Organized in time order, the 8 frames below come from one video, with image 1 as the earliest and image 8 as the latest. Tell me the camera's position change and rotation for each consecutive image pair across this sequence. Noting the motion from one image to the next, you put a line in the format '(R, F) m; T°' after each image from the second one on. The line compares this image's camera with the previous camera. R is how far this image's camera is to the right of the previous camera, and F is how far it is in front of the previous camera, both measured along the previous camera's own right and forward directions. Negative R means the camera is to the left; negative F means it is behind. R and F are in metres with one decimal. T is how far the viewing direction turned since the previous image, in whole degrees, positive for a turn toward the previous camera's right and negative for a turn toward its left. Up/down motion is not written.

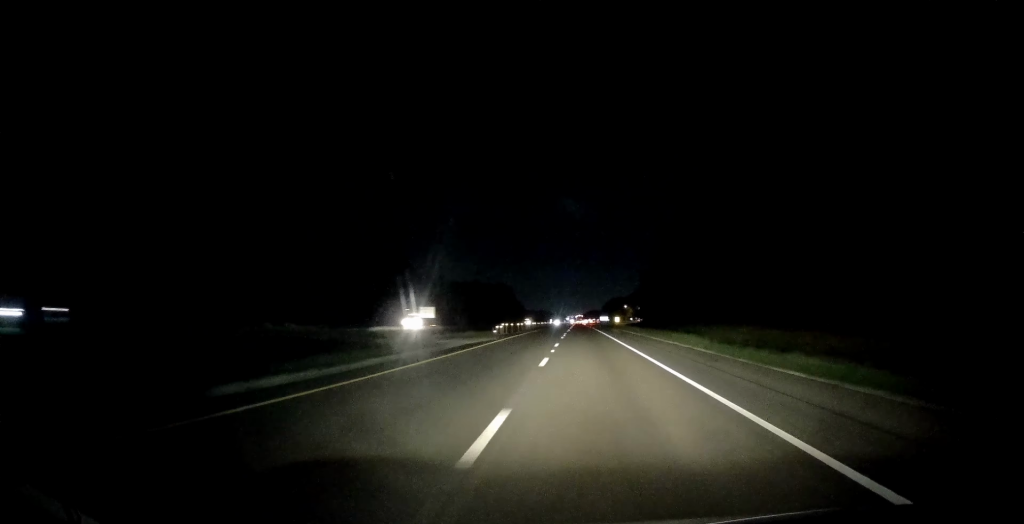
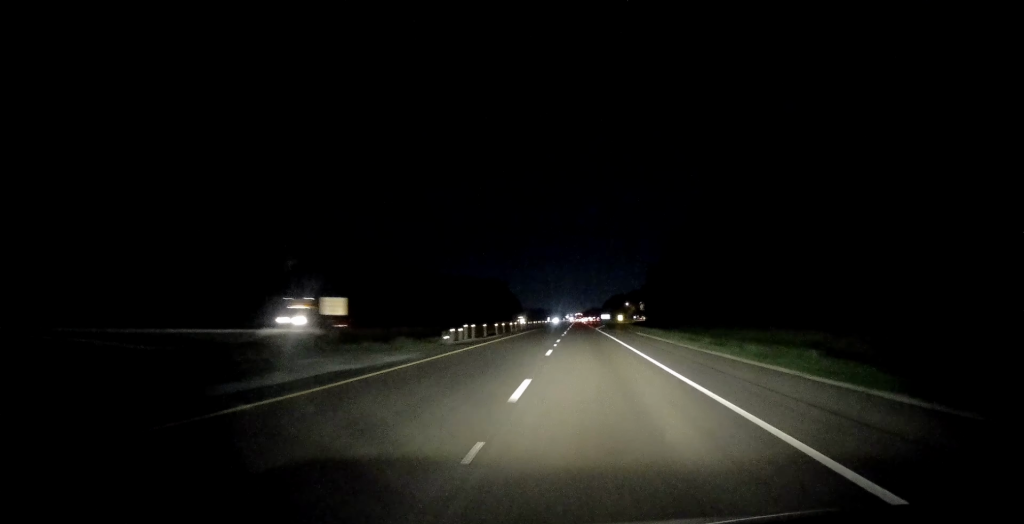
(-0.1, +19.5) m; -1°
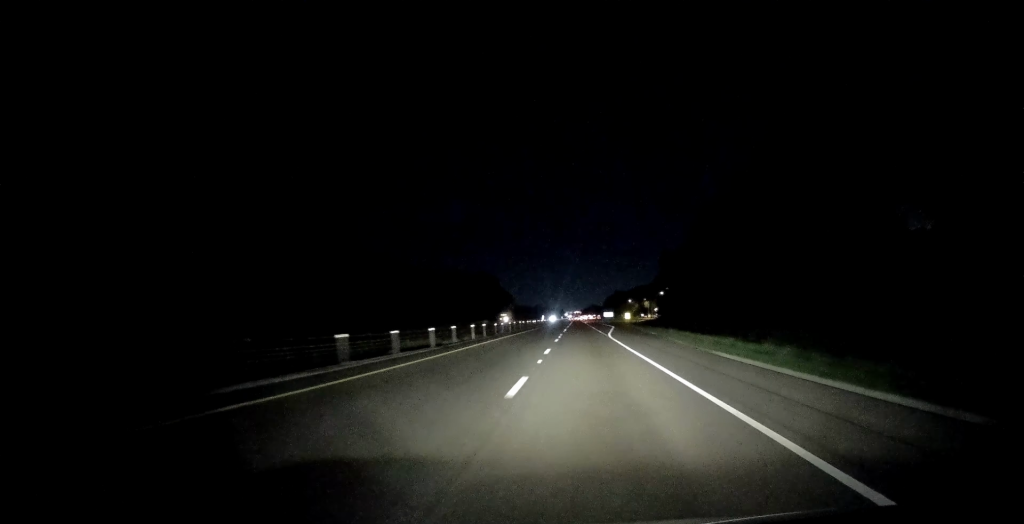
(-0.2, +35.7) m; +1°
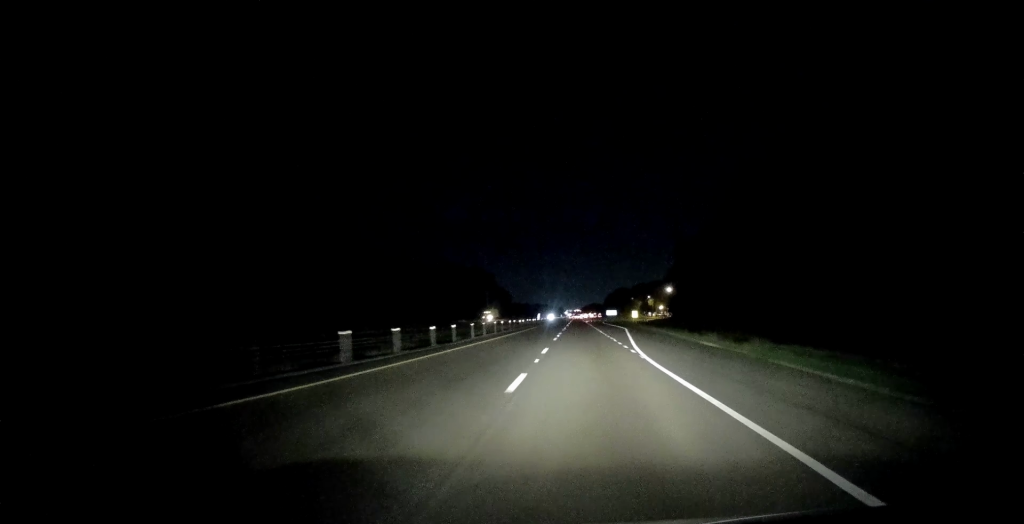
(+0.4, +23.8) m; 0°
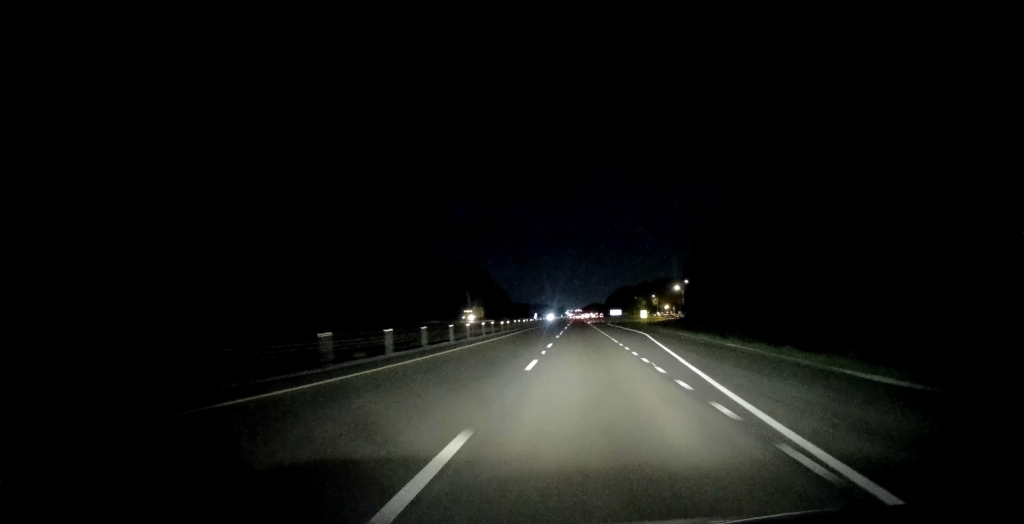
(+0.1, +19.4) m; 0°
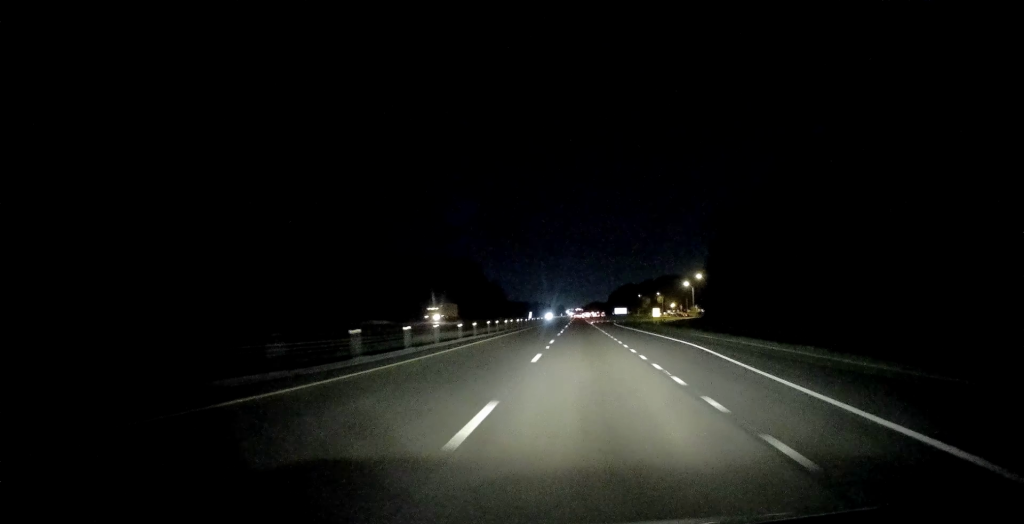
(-0.5, +22.6) m; -1°
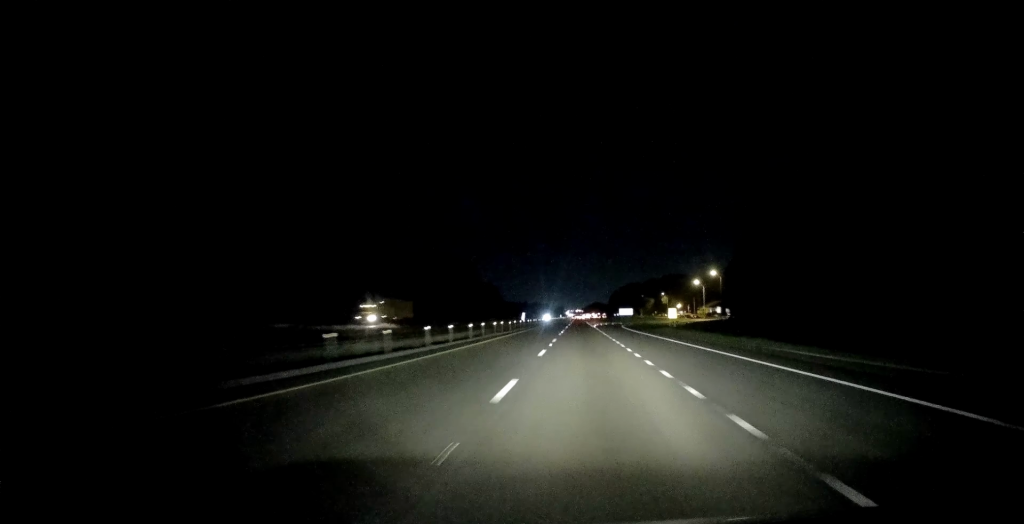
(+0.1, +20.5) m; +1°
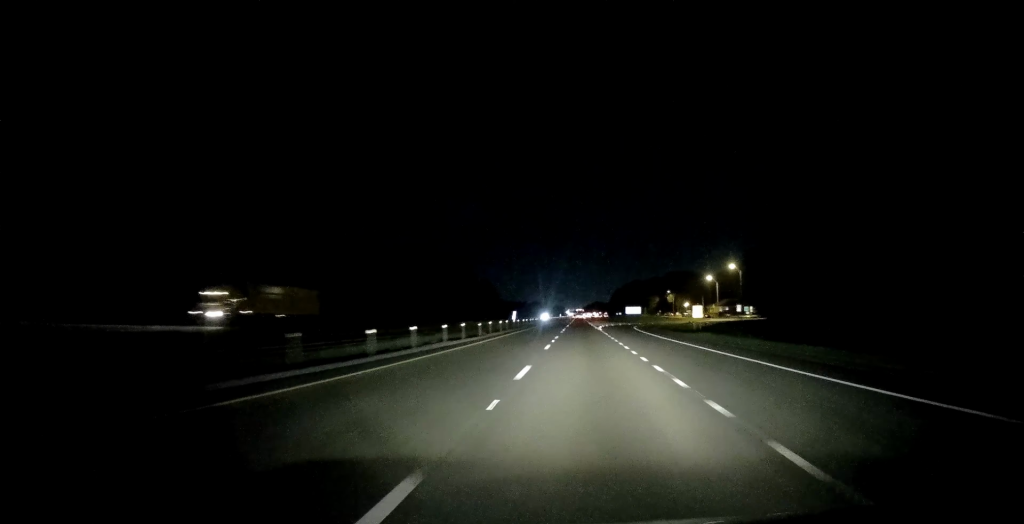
(+0.1, +20.6) m; +1°
